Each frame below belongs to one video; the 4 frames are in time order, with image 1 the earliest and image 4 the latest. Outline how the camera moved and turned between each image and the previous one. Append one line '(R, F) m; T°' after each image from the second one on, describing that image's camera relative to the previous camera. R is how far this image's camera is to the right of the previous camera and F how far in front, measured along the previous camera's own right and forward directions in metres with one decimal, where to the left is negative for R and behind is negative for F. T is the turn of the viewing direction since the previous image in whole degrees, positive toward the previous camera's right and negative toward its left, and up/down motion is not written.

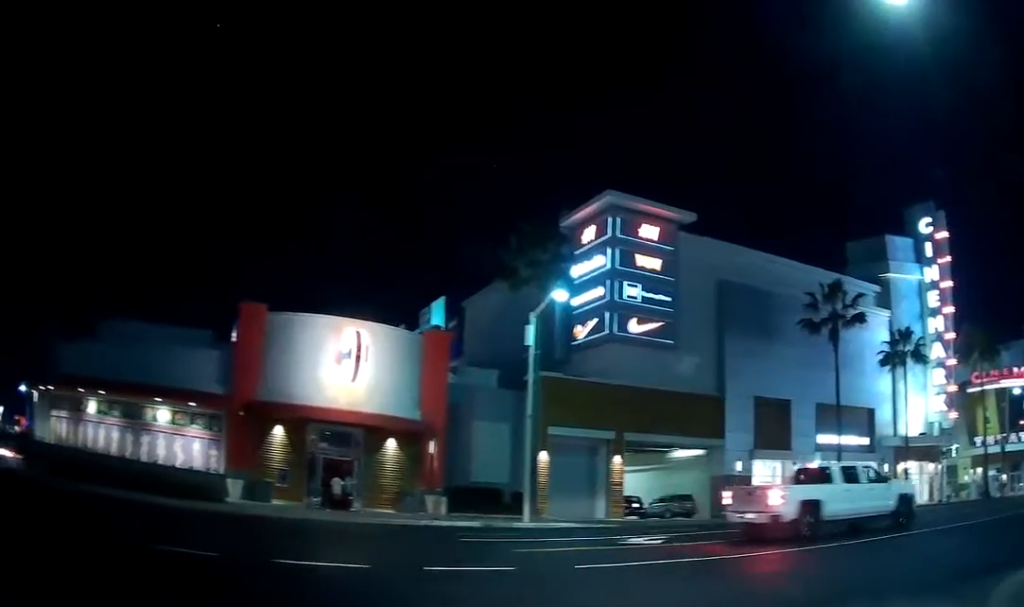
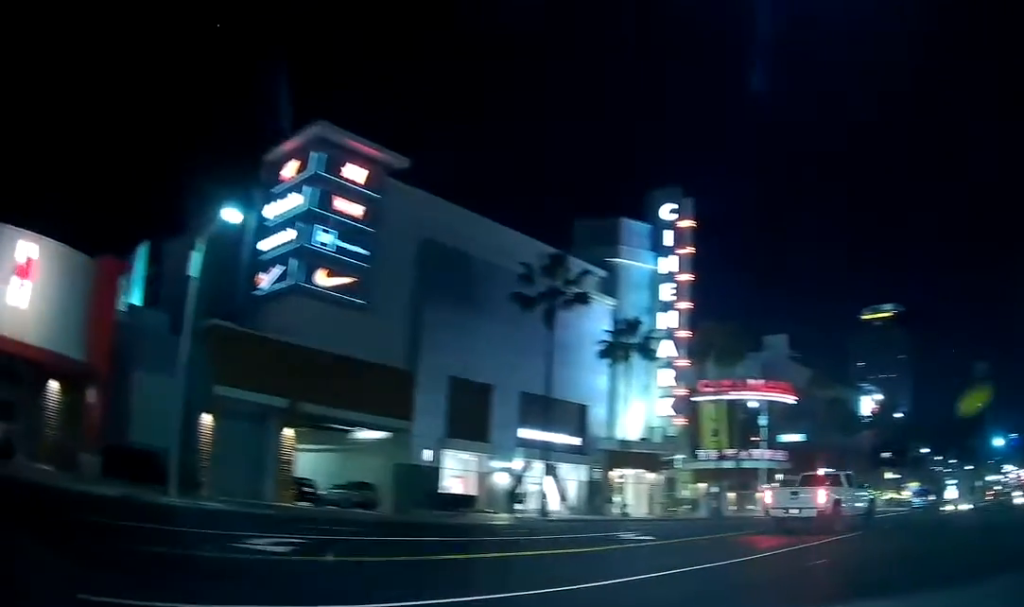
(0.0, +5.1) m; +19°
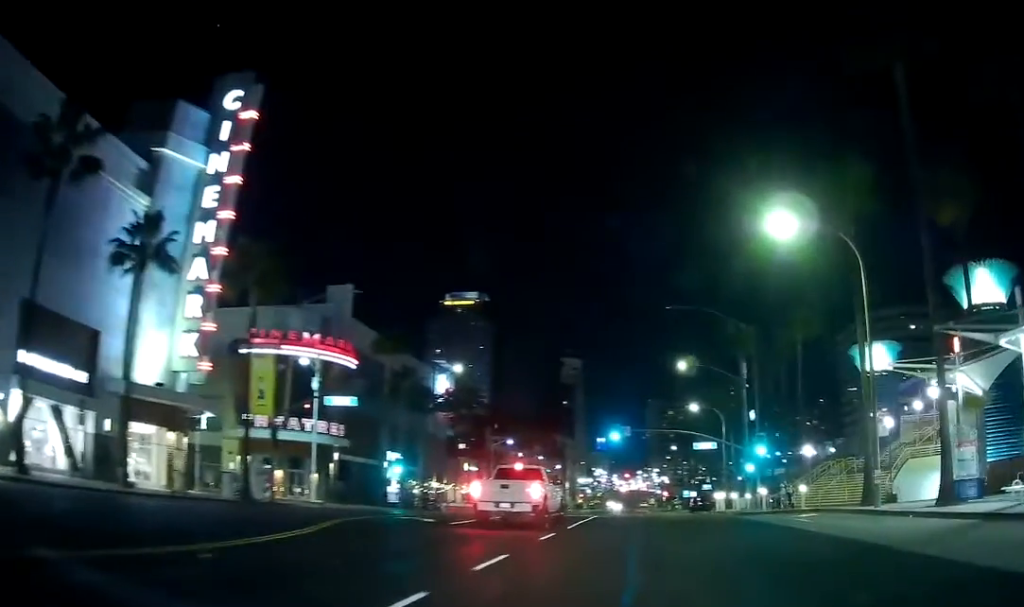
(+2.4, +12.3) m; +18°
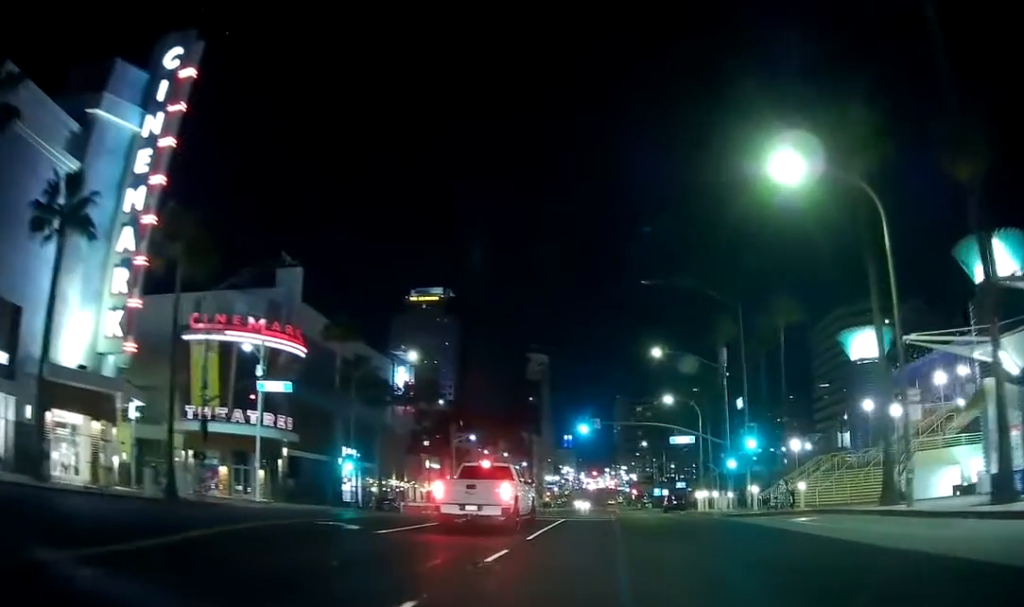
(+0.8, +5.4) m; +6°
